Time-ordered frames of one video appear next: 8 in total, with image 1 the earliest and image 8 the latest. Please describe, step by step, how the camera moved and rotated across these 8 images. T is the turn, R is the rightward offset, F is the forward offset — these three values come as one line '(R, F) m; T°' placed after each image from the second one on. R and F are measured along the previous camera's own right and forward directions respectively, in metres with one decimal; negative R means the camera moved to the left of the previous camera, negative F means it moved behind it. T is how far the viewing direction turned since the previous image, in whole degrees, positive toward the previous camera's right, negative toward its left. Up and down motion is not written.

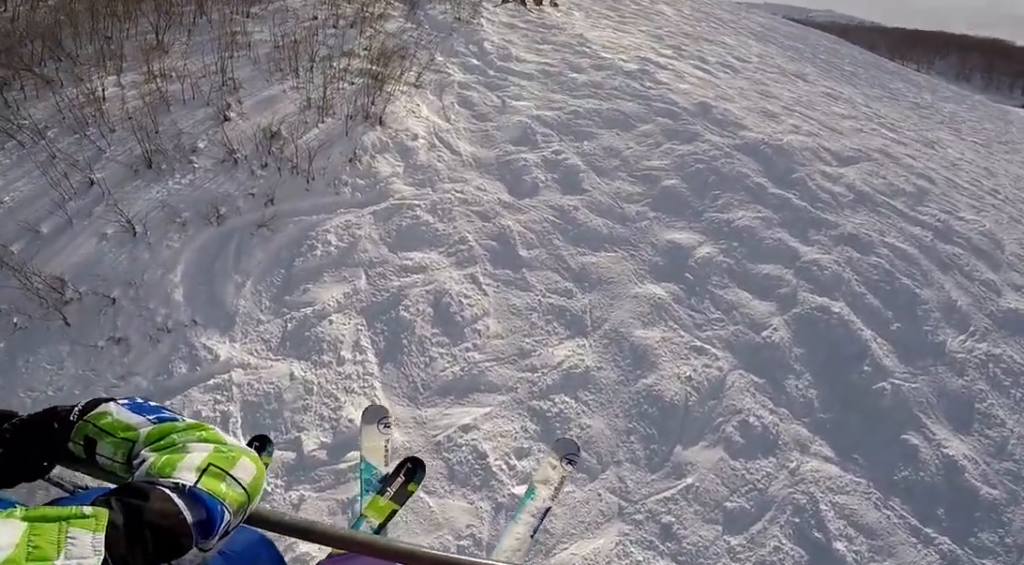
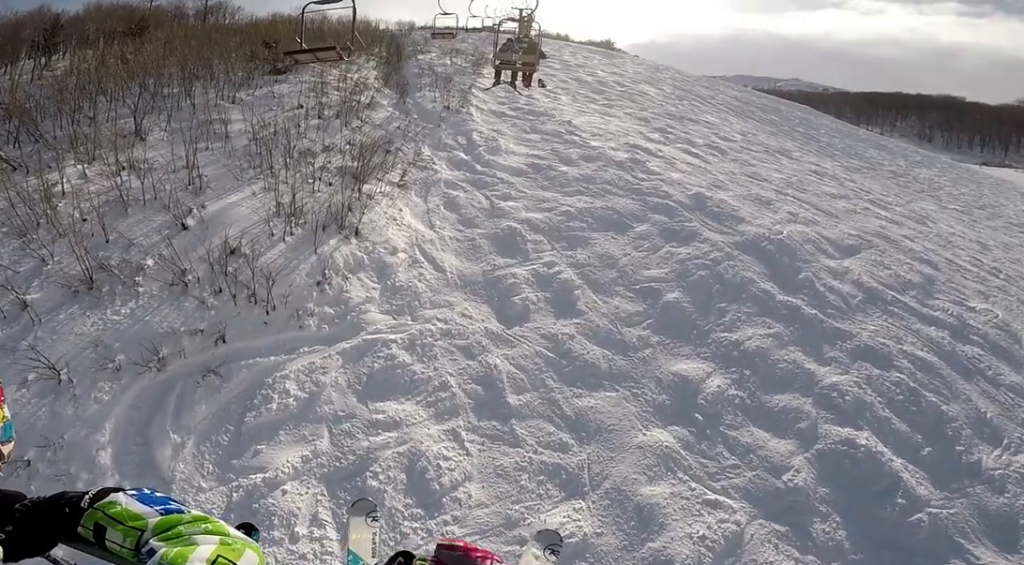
(0.0, +2.5) m; 0°
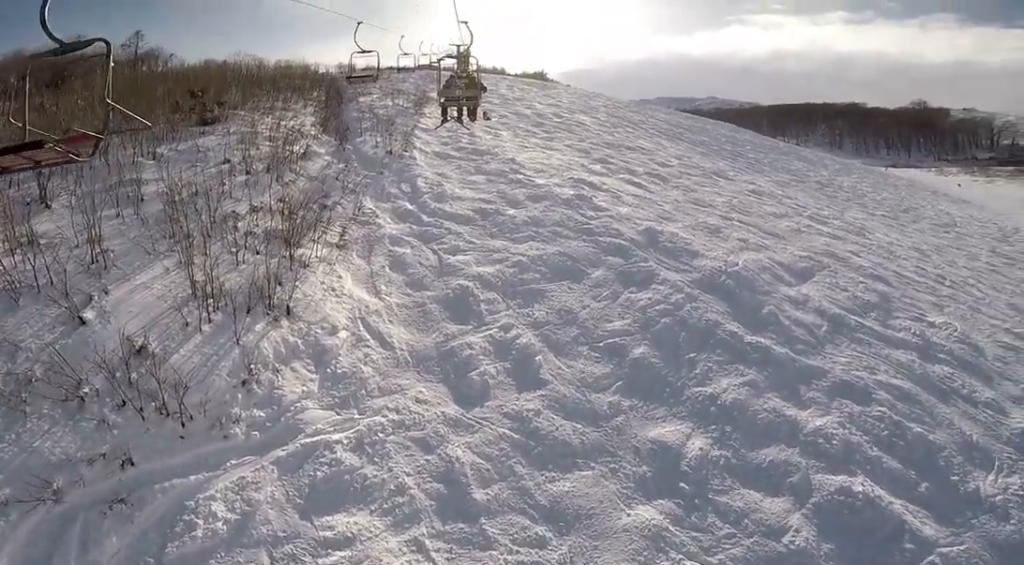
(0.0, +2.1) m; 0°
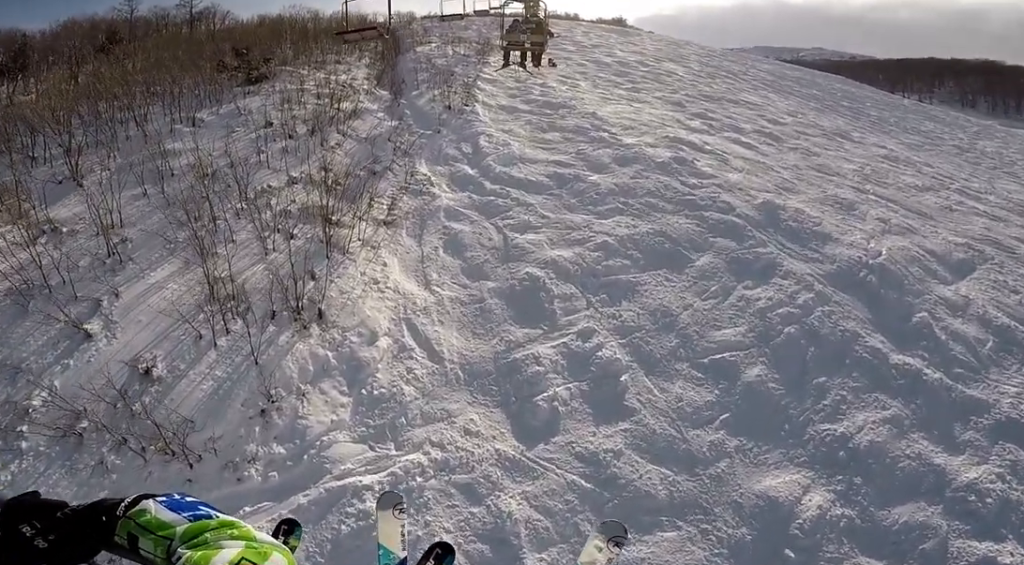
(0.0, +2.9) m; 0°
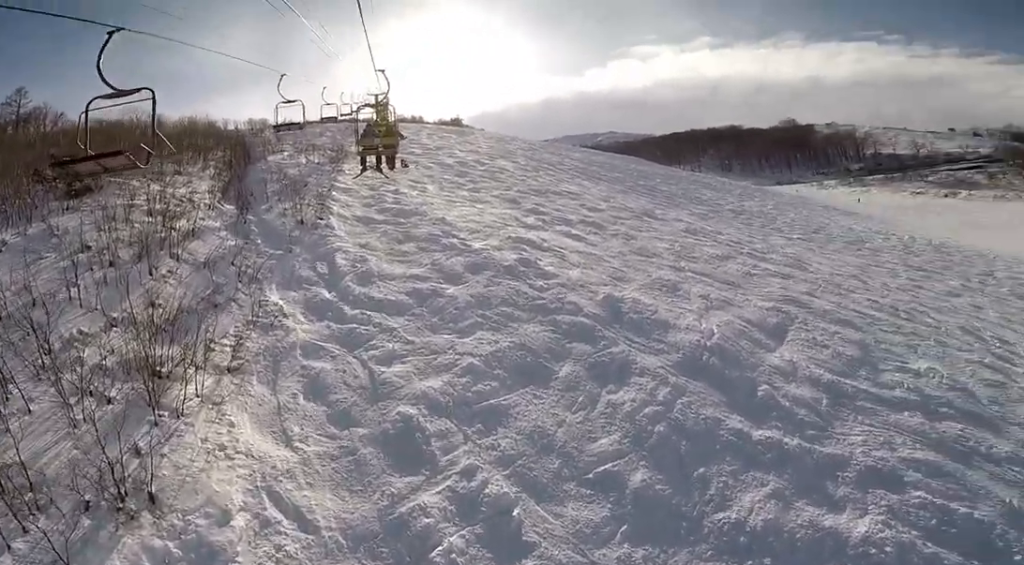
(0.0, +1.7) m; 0°
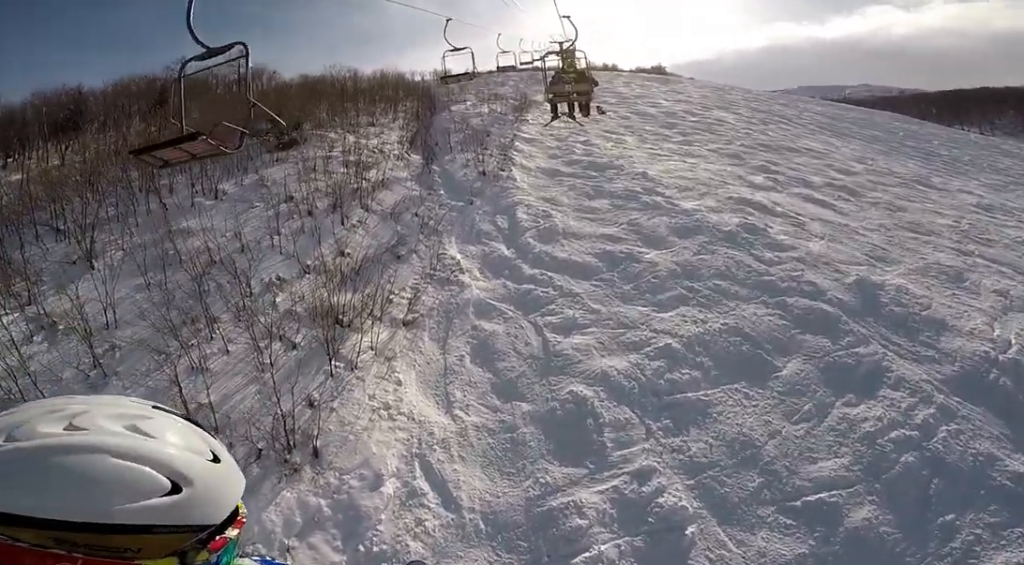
(0.0, +1.0) m; 0°
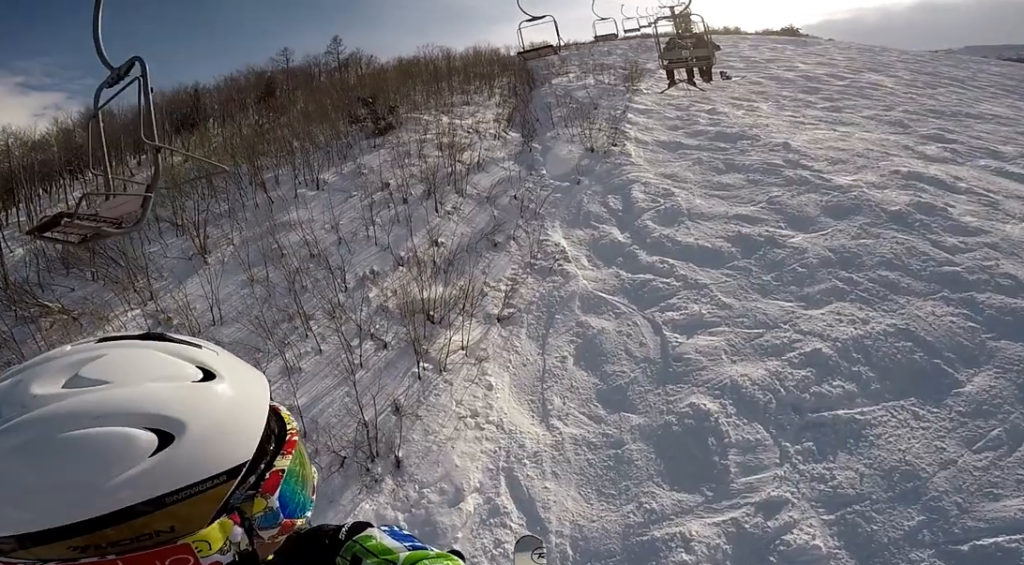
(0.0, +0.9) m; 0°
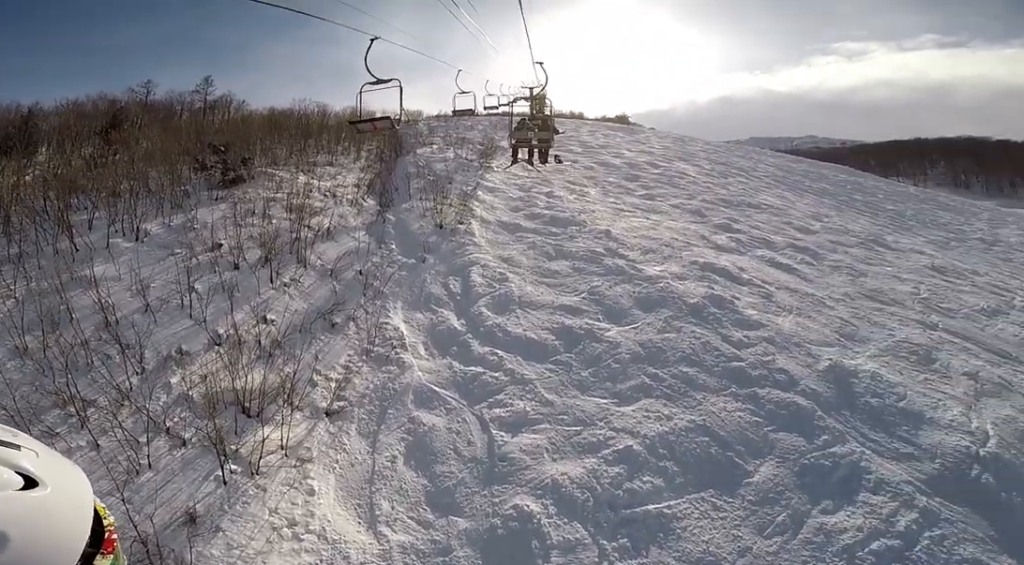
(0.0, +1.2) m; 0°
